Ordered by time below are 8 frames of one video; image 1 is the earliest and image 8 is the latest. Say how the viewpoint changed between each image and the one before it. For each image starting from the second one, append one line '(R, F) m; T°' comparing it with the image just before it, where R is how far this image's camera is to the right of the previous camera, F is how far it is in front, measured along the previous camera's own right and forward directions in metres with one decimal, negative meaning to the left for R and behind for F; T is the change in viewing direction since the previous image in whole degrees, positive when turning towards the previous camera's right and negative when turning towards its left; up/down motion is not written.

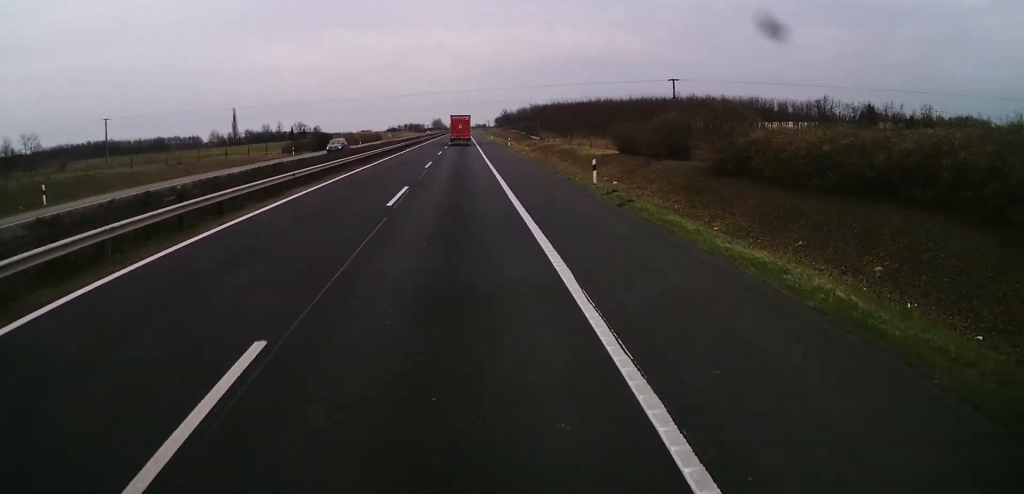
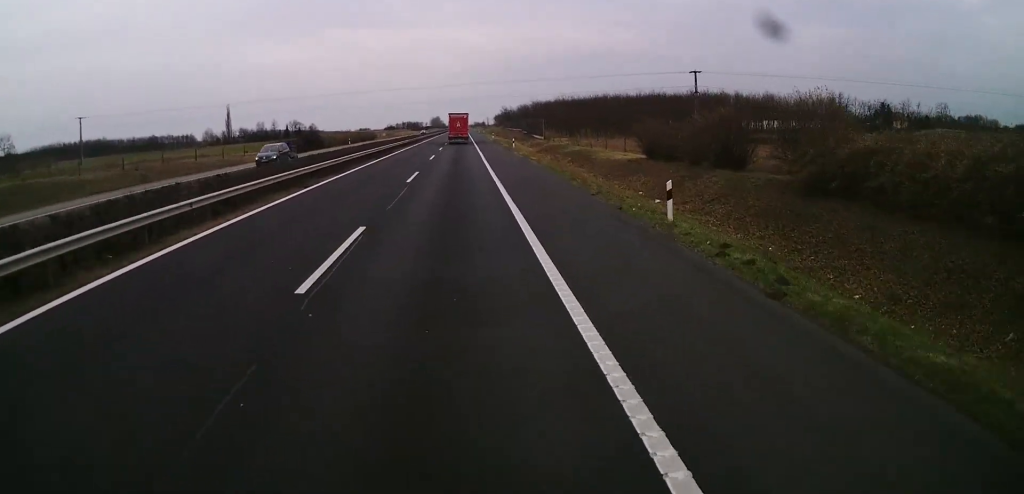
(+0.1, +10.0) m; +1°
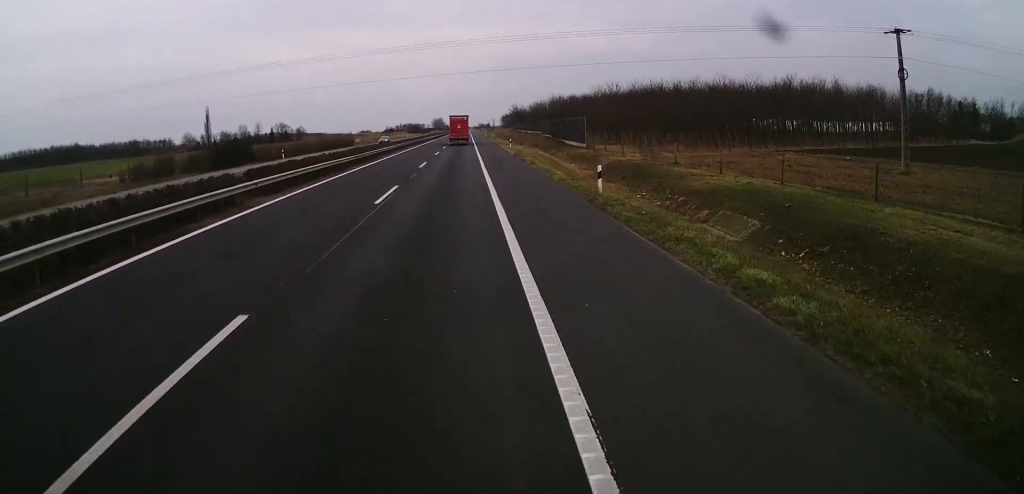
(-0.4, +43.9) m; -1°
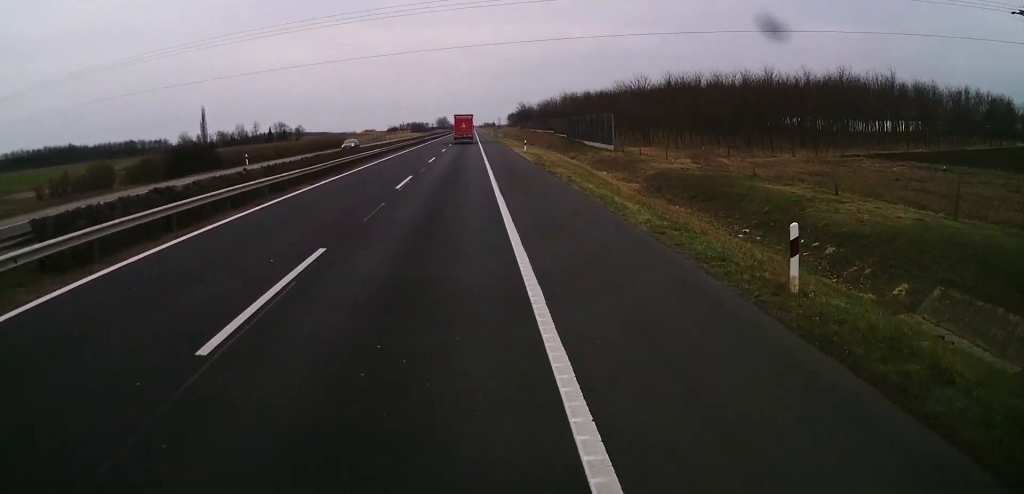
(-0.1, +13.9) m; 0°
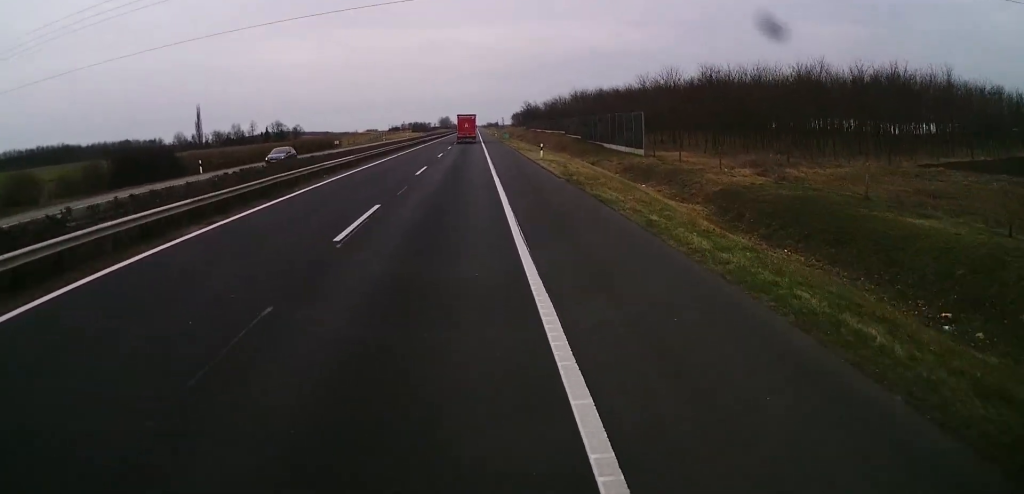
(-0.1, +11.6) m; 0°
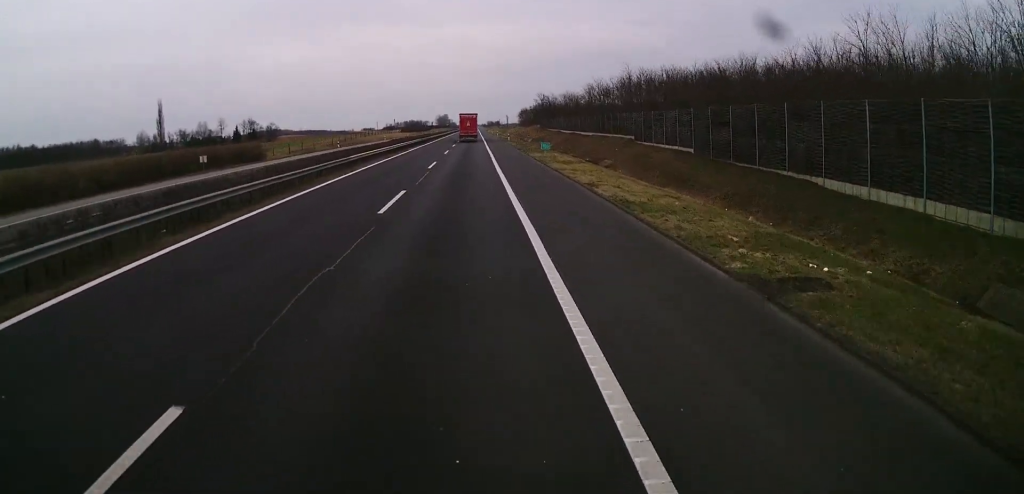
(+0.7, +50.9) m; 0°
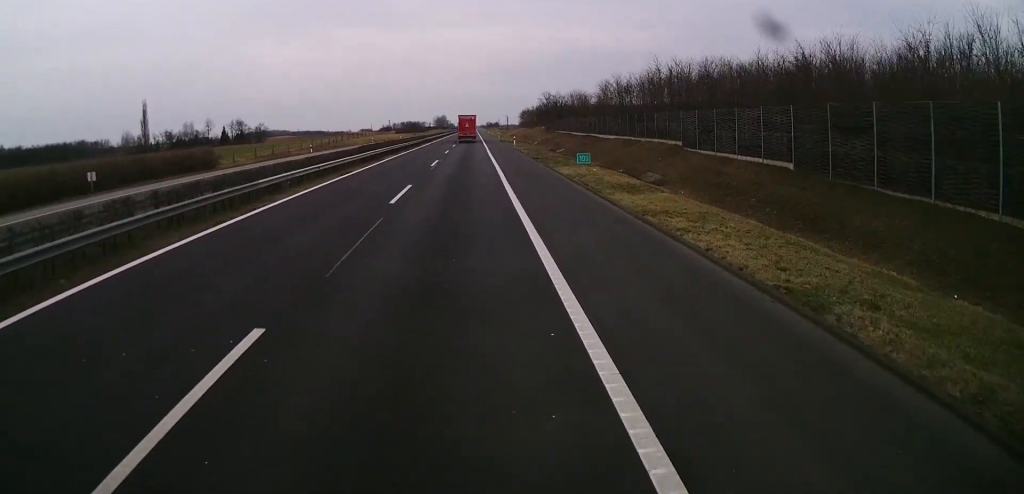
(-0.1, +16.1) m; -1°
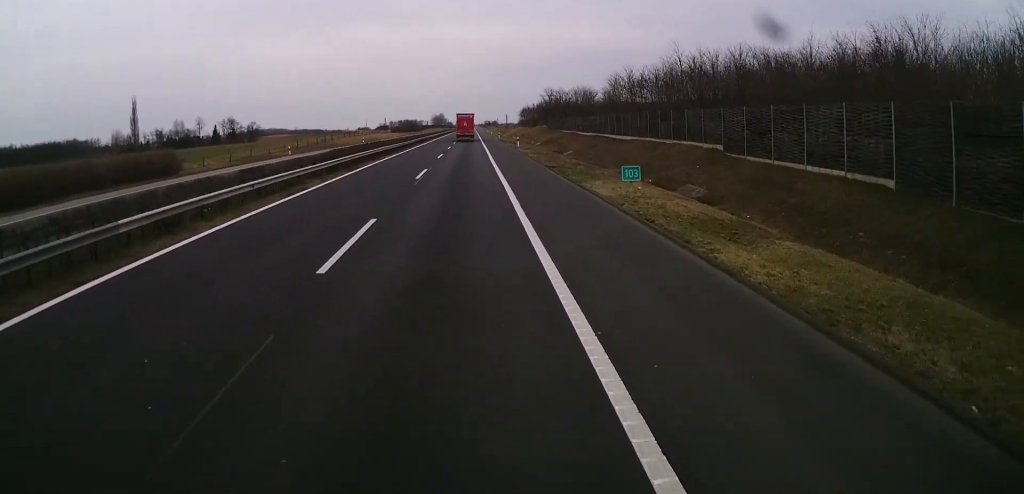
(0.0, +9.3) m; 0°
